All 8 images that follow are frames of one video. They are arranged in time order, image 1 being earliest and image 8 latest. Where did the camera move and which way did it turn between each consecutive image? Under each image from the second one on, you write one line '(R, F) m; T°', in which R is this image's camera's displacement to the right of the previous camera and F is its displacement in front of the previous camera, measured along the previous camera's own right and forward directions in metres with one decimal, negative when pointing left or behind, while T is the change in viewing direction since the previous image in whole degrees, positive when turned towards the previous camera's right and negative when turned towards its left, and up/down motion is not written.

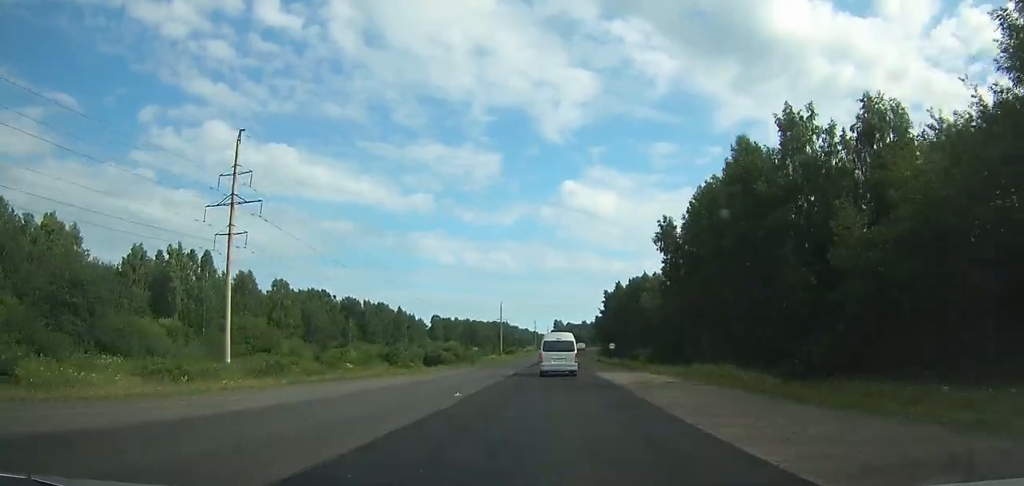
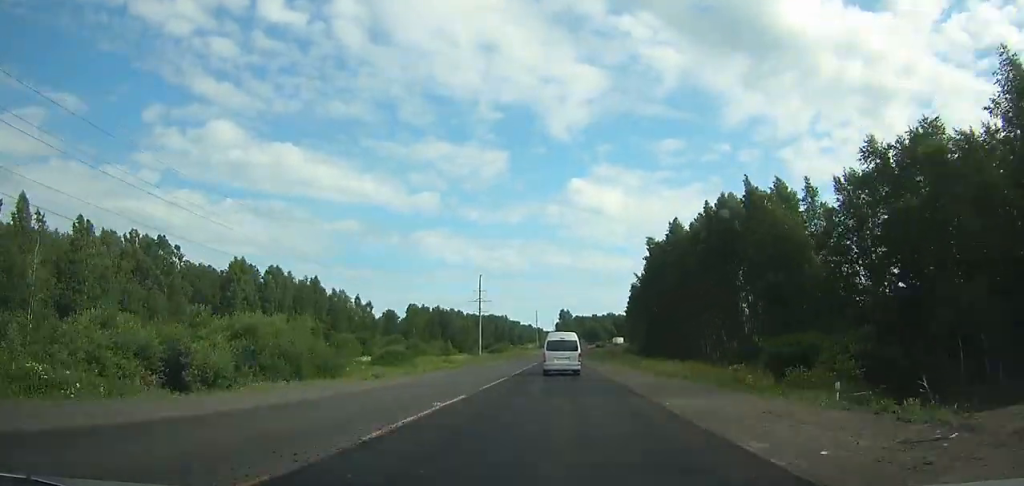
(-4.4, +92.1) m; -2°
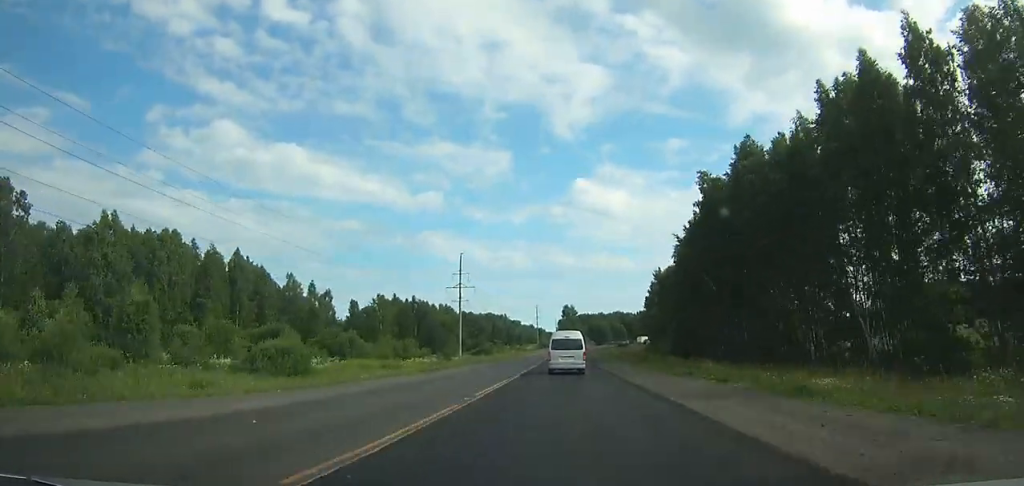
(+0.2, +50.1) m; +1°
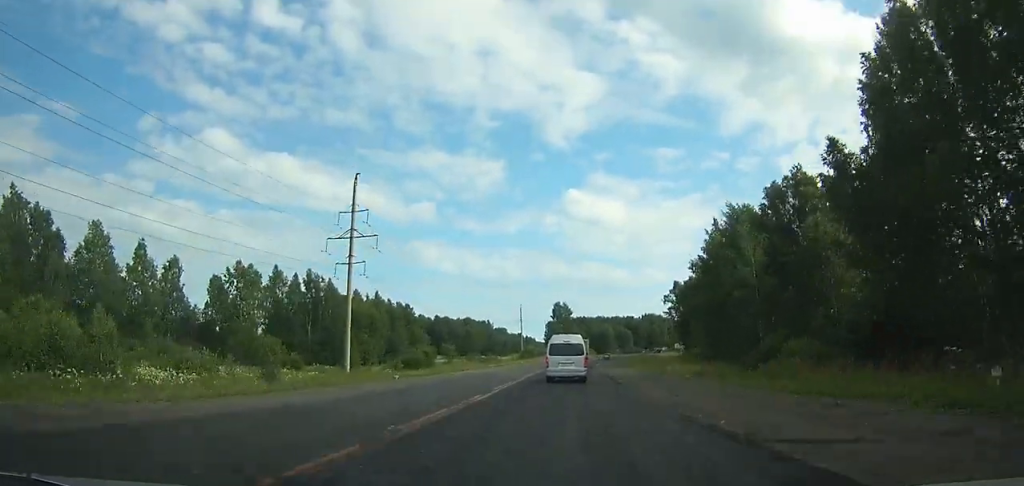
(+1.3, +81.6) m; +3°
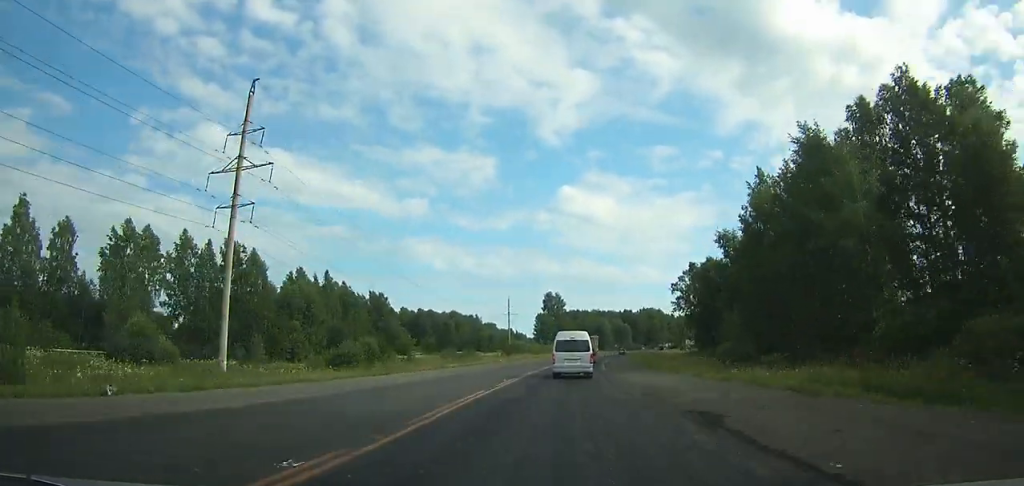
(0.0, +30.0) m; +1°
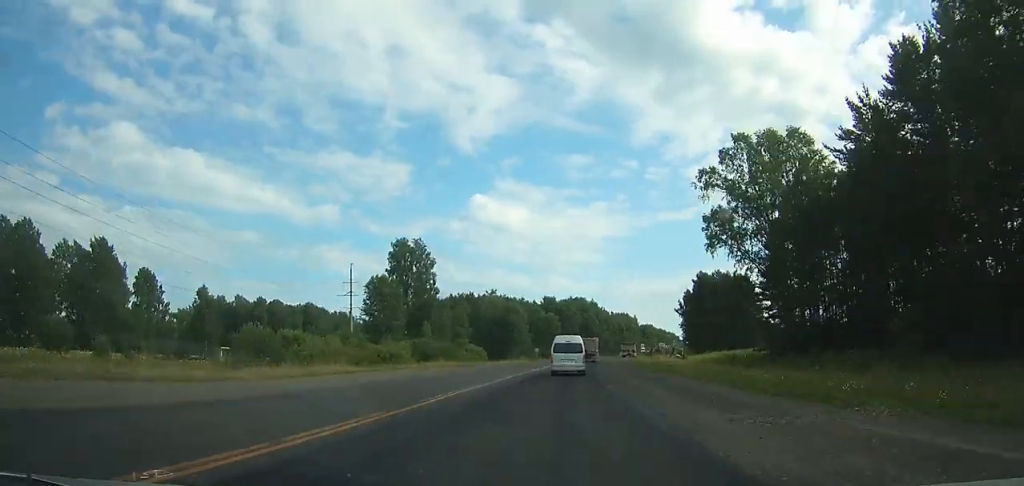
(+5.5, +106.4) m; +7°
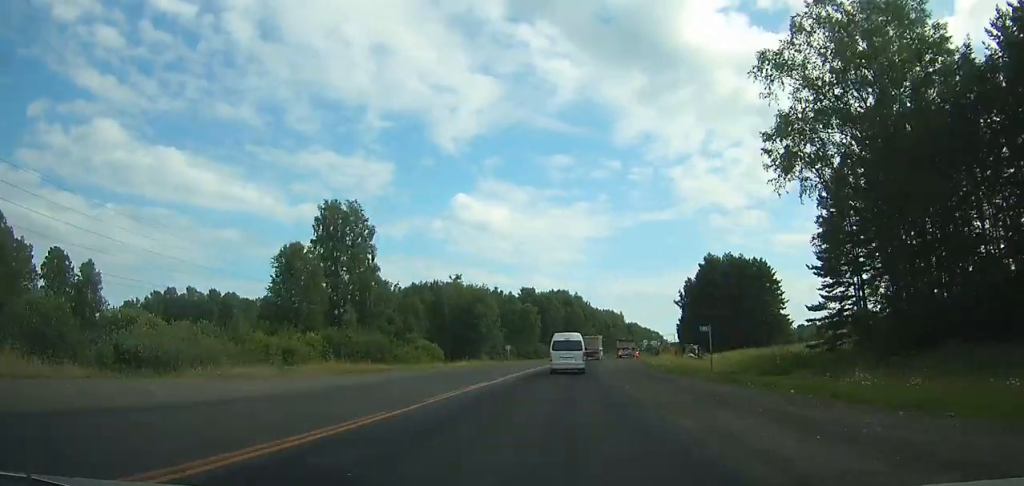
(+1.0, +22.8) m; +2°
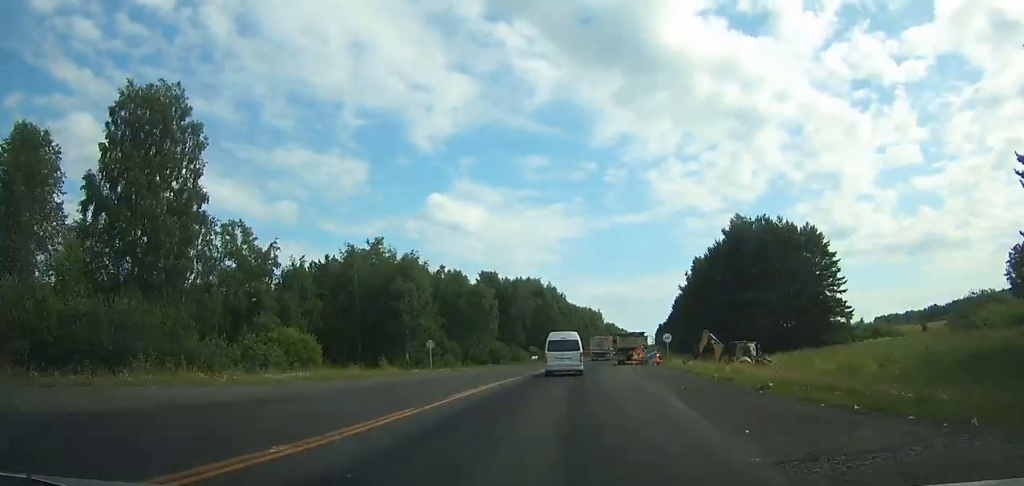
(+1.0, +32.7) m; +3°
